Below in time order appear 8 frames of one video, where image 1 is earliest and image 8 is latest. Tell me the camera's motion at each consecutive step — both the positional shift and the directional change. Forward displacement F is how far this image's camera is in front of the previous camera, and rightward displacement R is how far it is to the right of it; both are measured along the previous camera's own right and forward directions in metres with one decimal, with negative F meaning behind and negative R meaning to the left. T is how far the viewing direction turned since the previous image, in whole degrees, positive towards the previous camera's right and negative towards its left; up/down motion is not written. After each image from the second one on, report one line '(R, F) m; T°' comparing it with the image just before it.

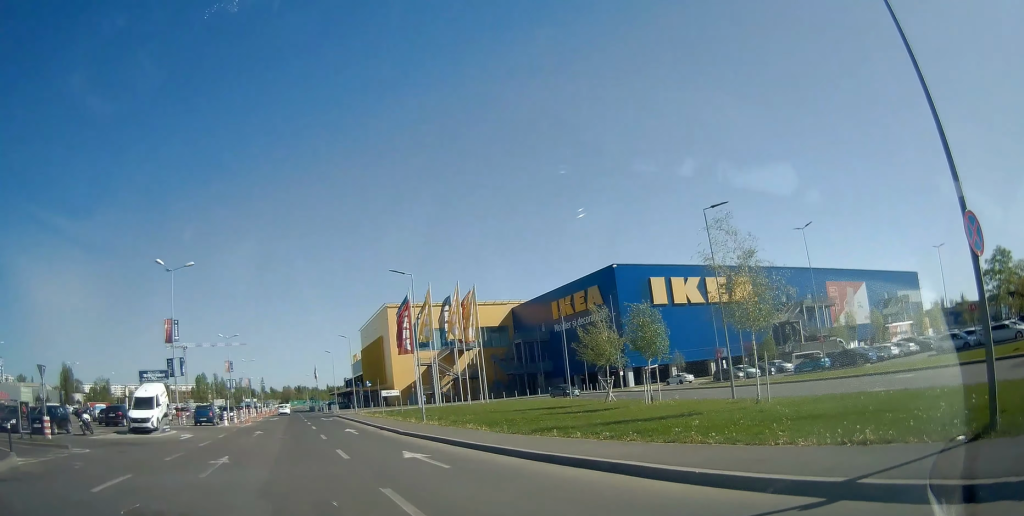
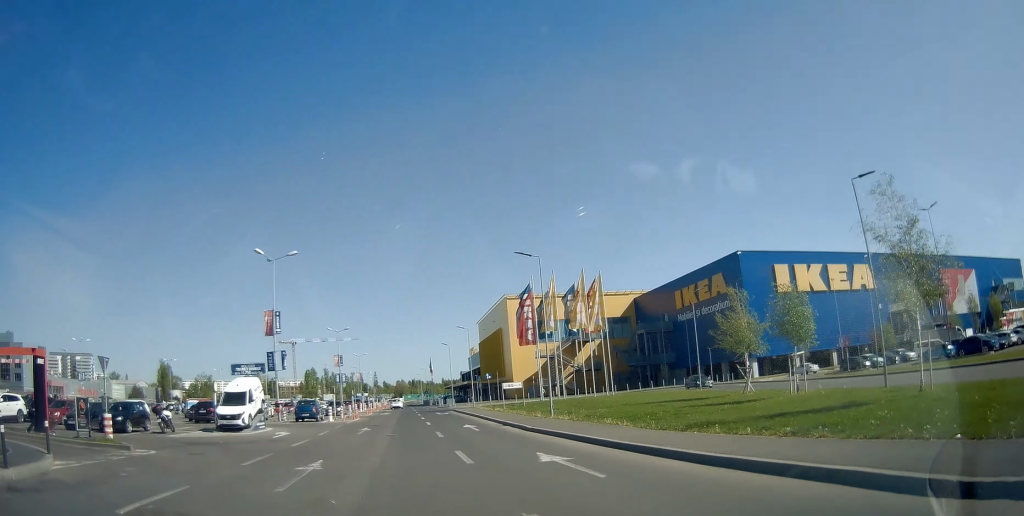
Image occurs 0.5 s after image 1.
(-0.5, +2.5) m; -9°
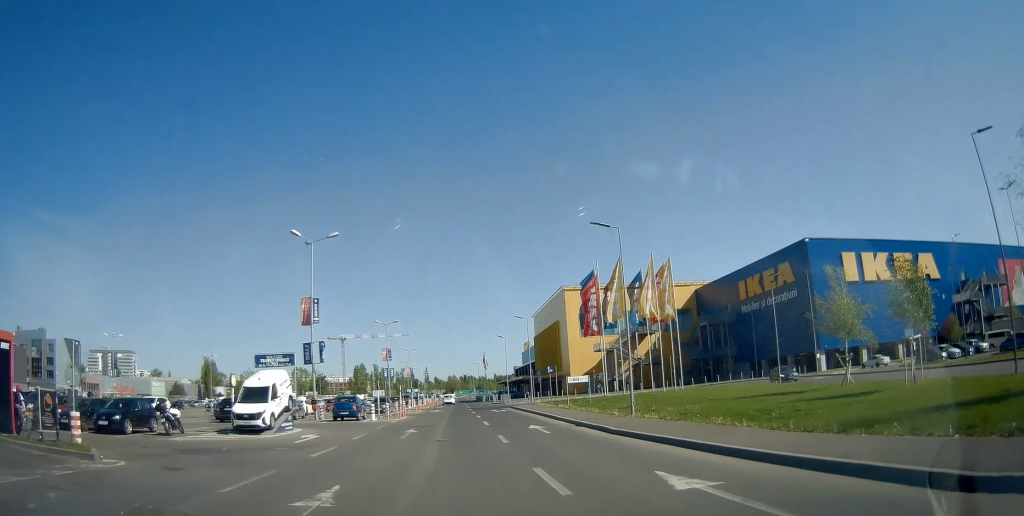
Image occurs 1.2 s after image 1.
(-0.5, +4.1) m; -11°
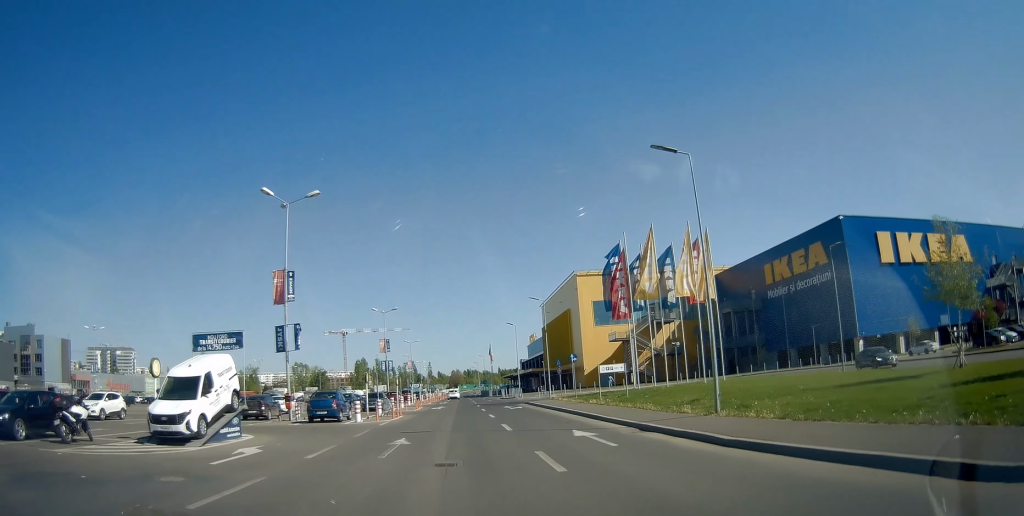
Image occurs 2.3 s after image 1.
(-0.6, +7.2) m; -6°
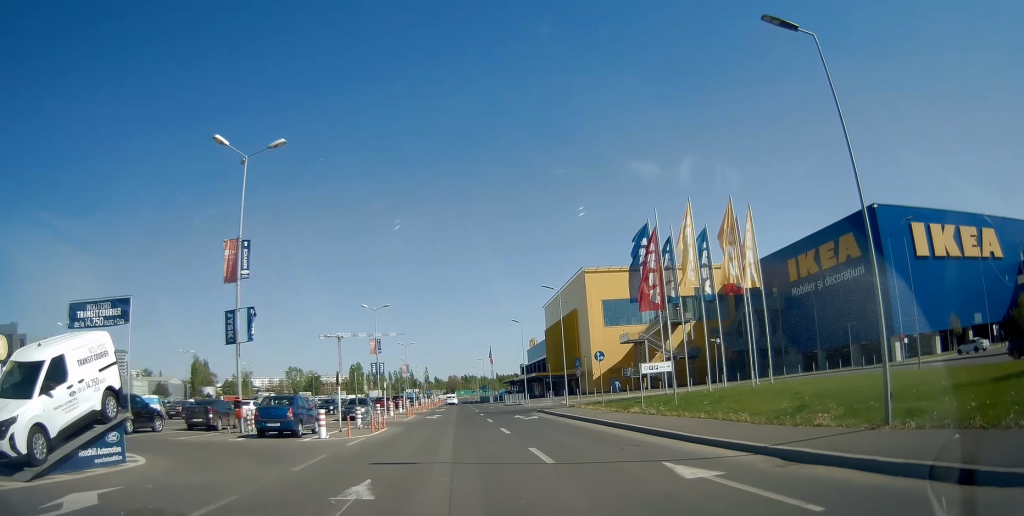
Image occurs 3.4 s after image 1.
(-0.2, +7.6) m; -2°
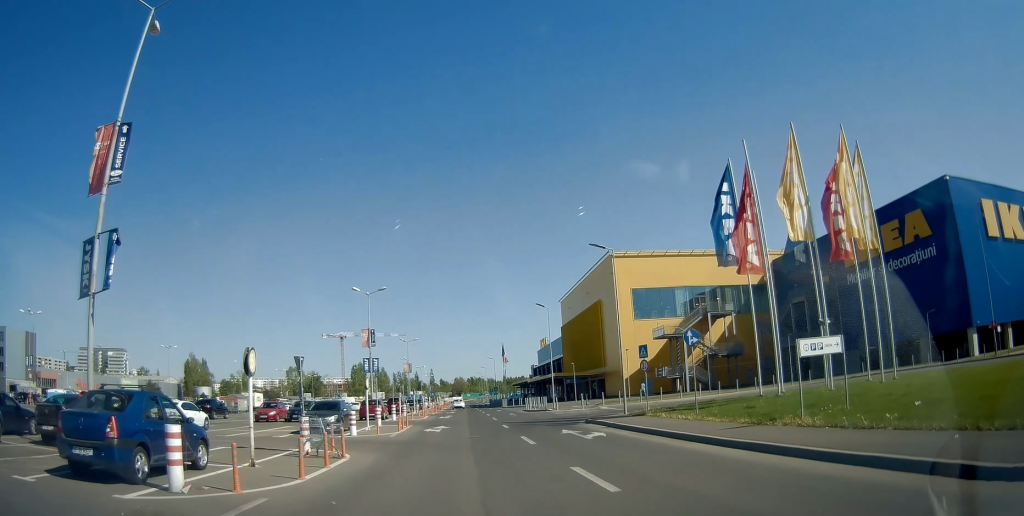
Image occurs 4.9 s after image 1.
(-0.1, +11.5) m; 0°
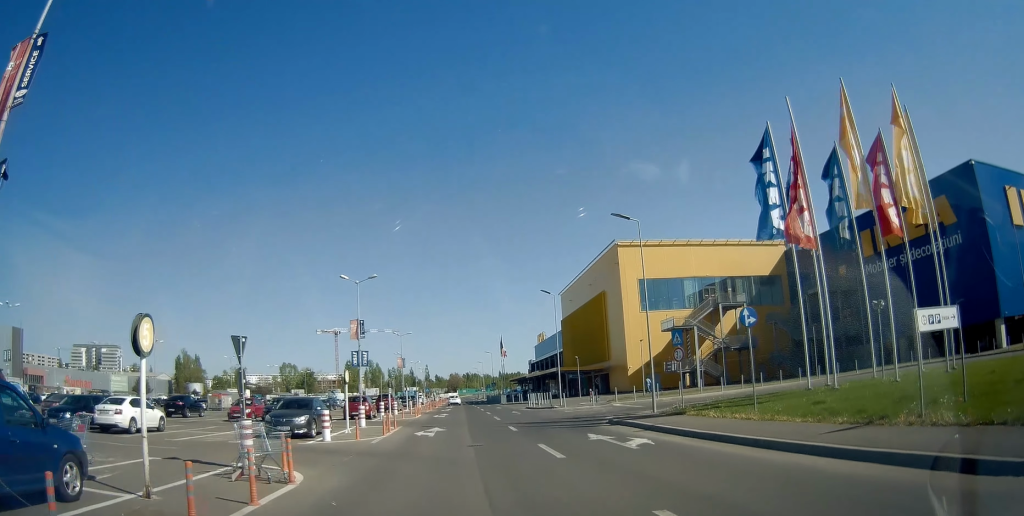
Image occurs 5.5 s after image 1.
(+0.1, +4.6) m; +1°
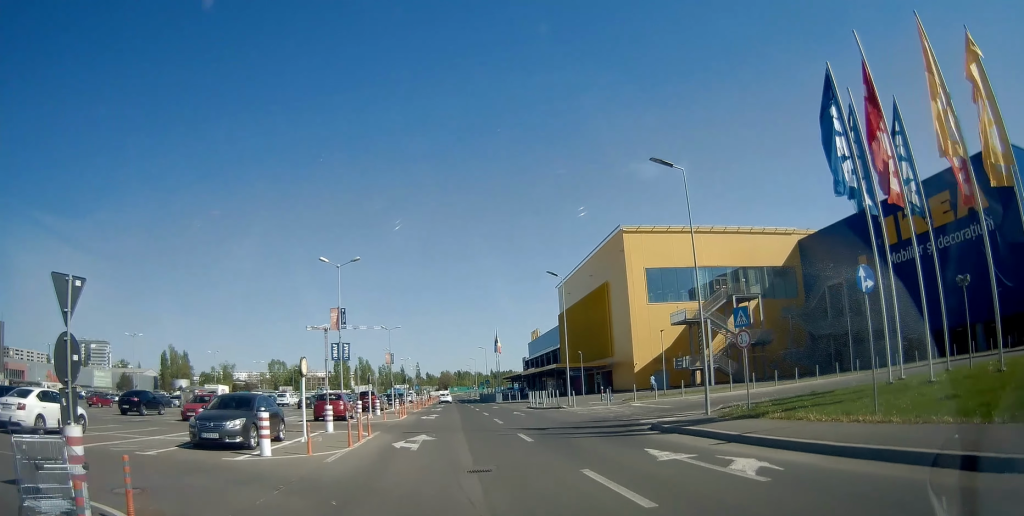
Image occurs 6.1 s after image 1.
(0.0, +5.9) m; +1°
